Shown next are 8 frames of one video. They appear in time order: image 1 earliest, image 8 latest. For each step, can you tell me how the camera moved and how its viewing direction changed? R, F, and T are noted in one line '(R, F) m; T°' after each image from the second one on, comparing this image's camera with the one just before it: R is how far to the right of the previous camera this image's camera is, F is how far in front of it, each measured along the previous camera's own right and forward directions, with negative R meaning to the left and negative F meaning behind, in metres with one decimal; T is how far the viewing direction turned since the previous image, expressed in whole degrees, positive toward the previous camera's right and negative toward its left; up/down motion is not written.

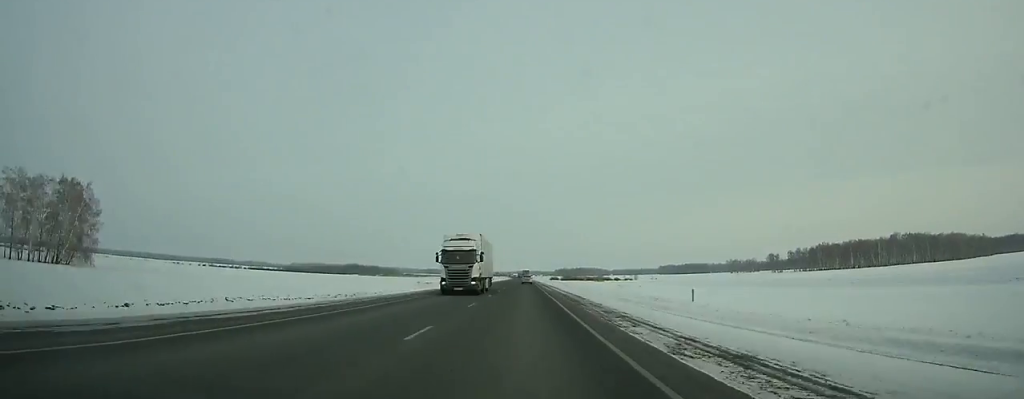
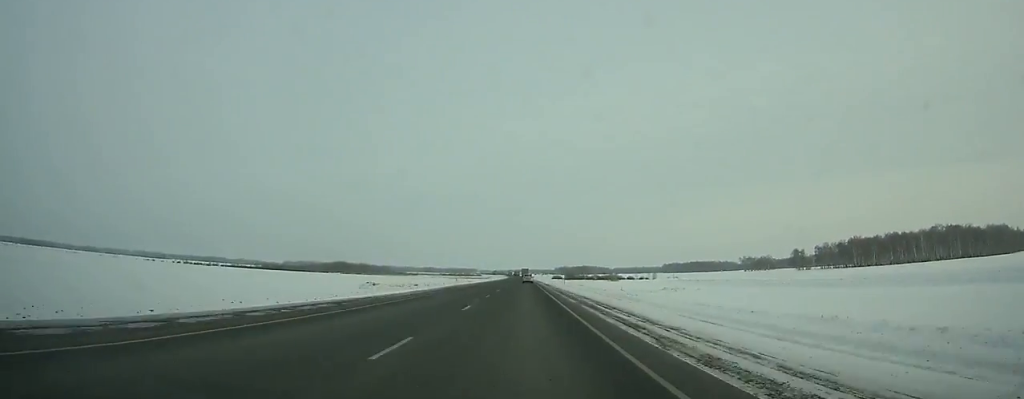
(0.0, +51.0) m; 0°
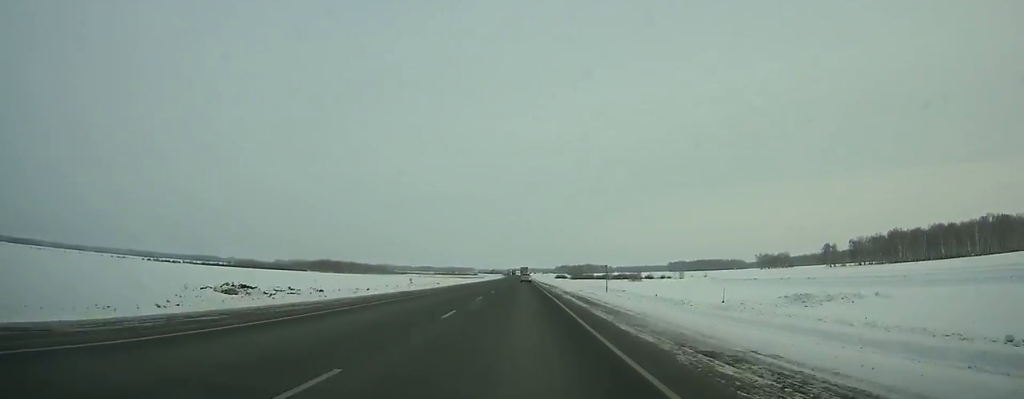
(0.0, +51.1) m; 0°
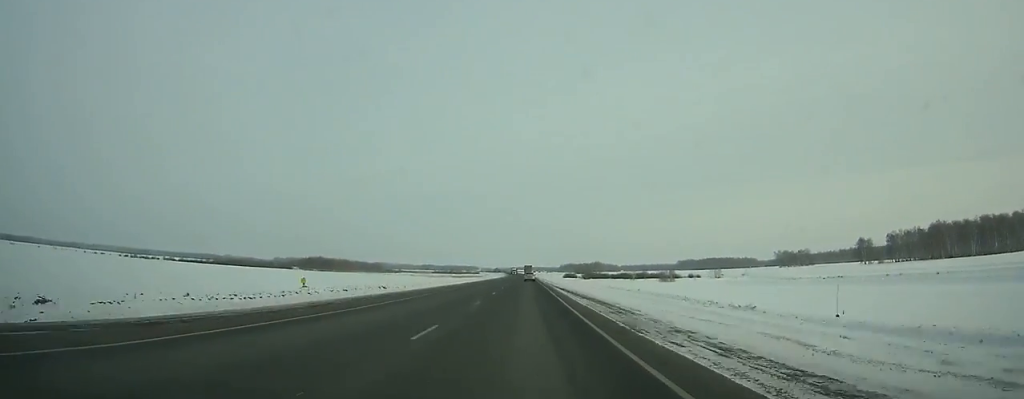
(0.0, +42.2) m; 0°
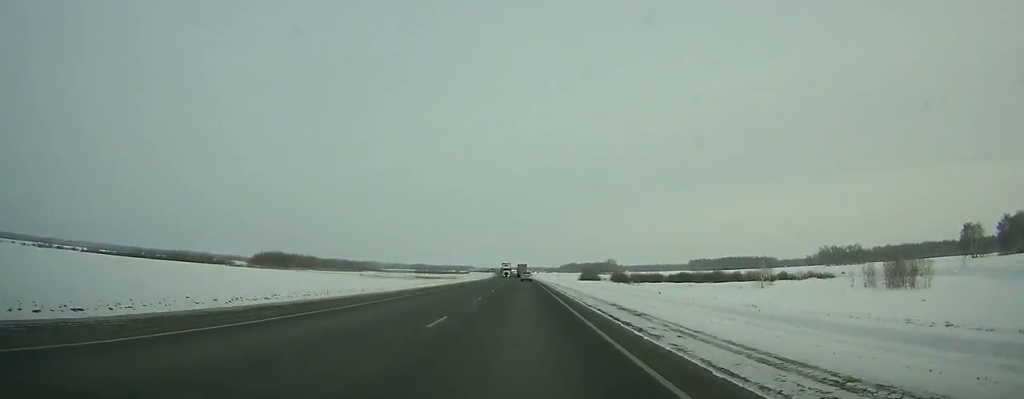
(-0.2, +105.4) m; 0°
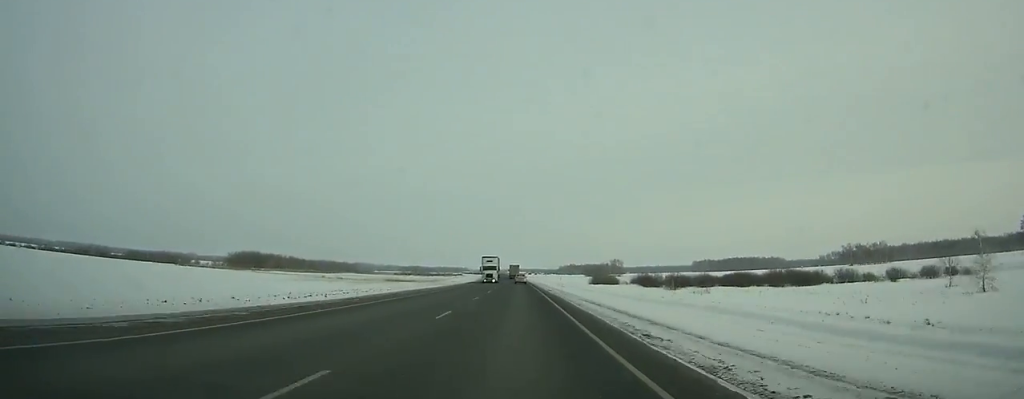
(-0.1, +45.0) m; 0°
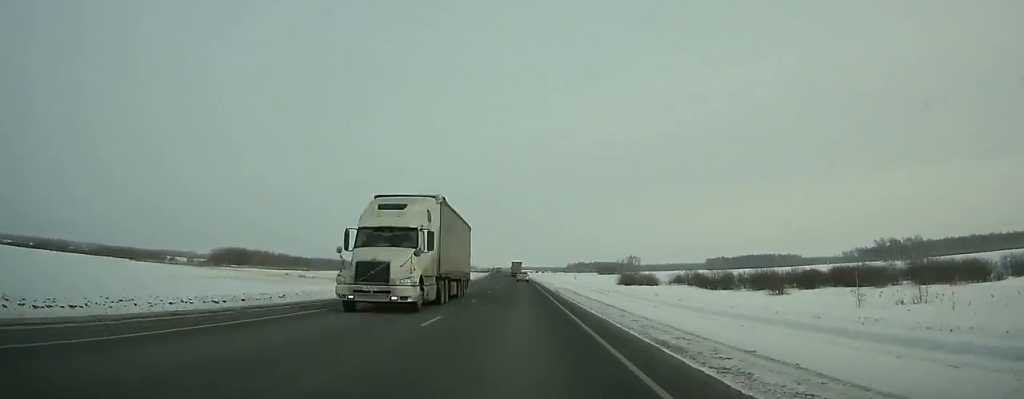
(-0.1, +38.8) m; 0°
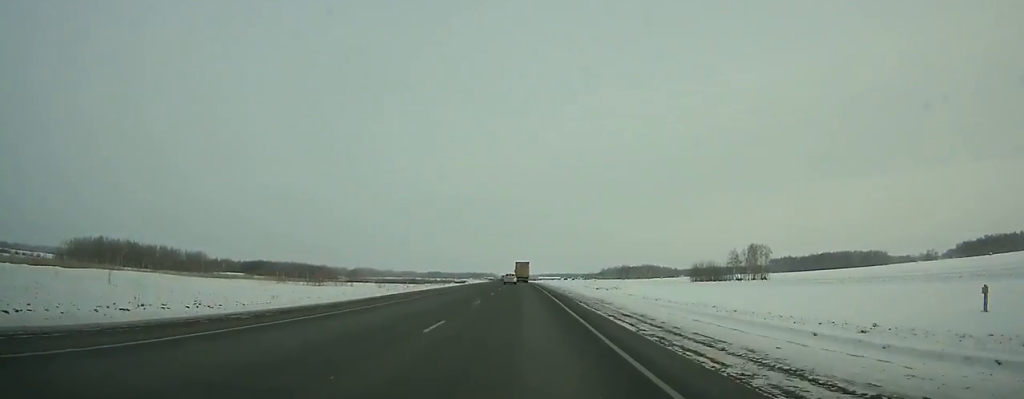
(-3.0, +182.7) m; -3°
